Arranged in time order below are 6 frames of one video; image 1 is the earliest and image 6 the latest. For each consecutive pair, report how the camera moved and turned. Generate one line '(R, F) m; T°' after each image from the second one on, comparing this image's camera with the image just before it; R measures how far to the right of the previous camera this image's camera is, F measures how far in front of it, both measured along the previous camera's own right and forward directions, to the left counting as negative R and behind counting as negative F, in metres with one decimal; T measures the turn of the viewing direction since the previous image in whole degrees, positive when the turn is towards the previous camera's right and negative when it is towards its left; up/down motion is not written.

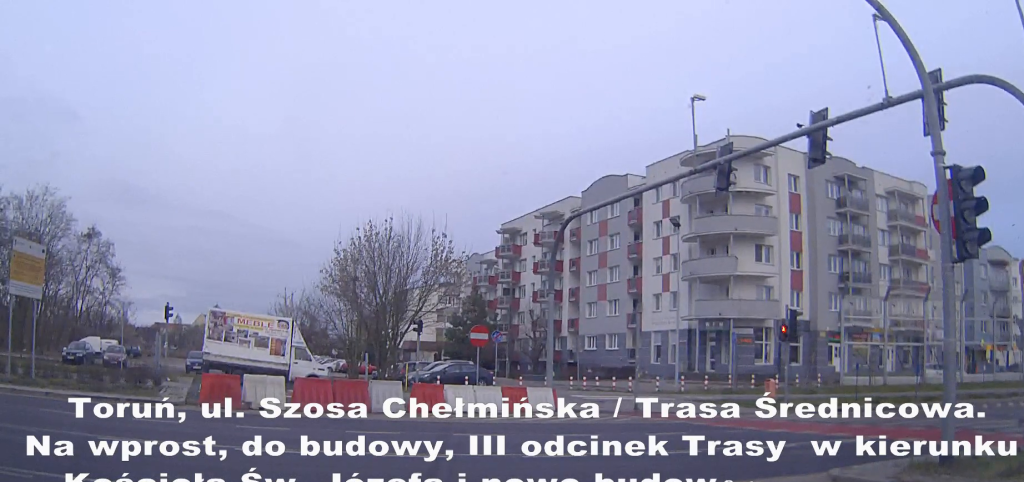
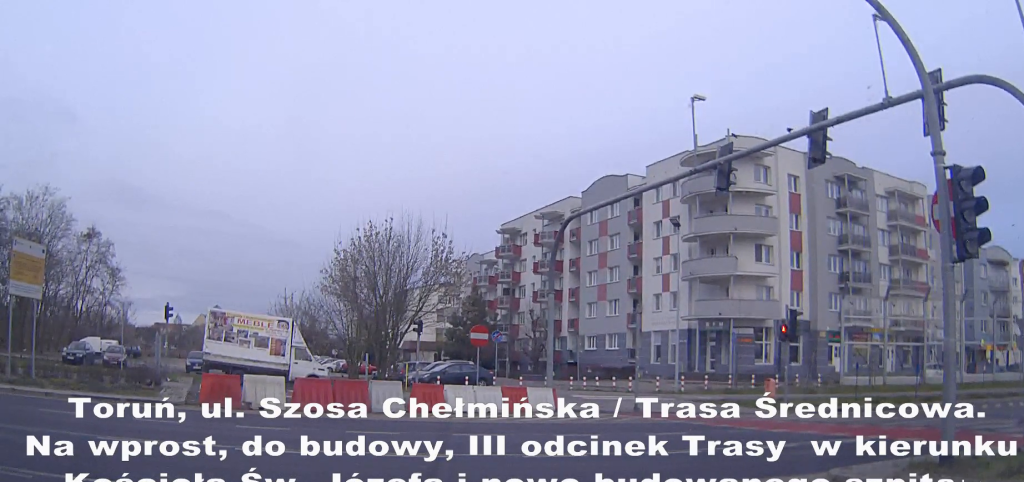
(0.0, 0.0) m; 0°
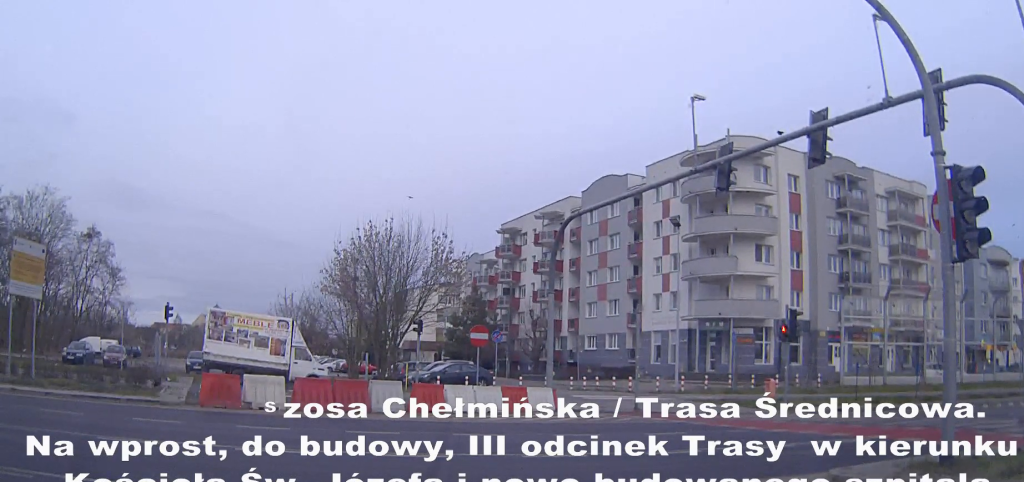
(0.0, 0.0) m; 0°
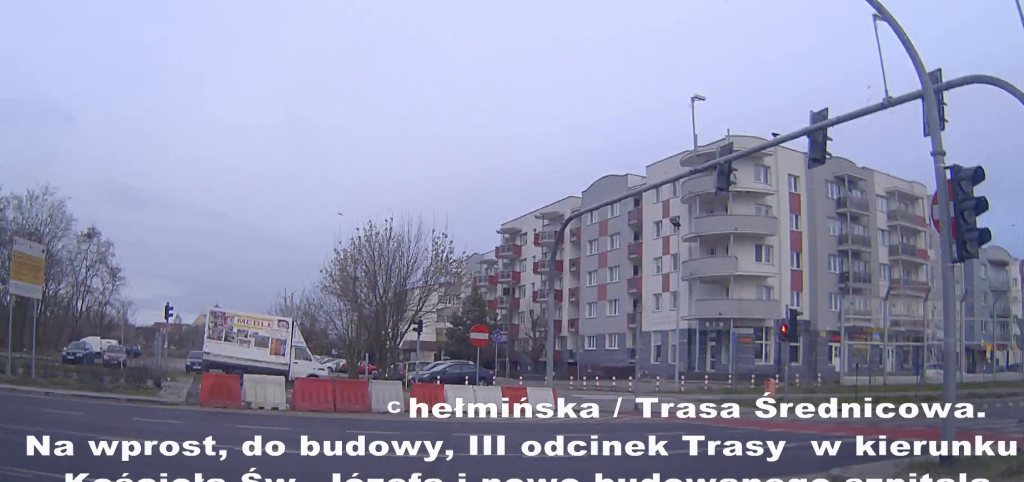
(0.0, 0.0) m; 0°
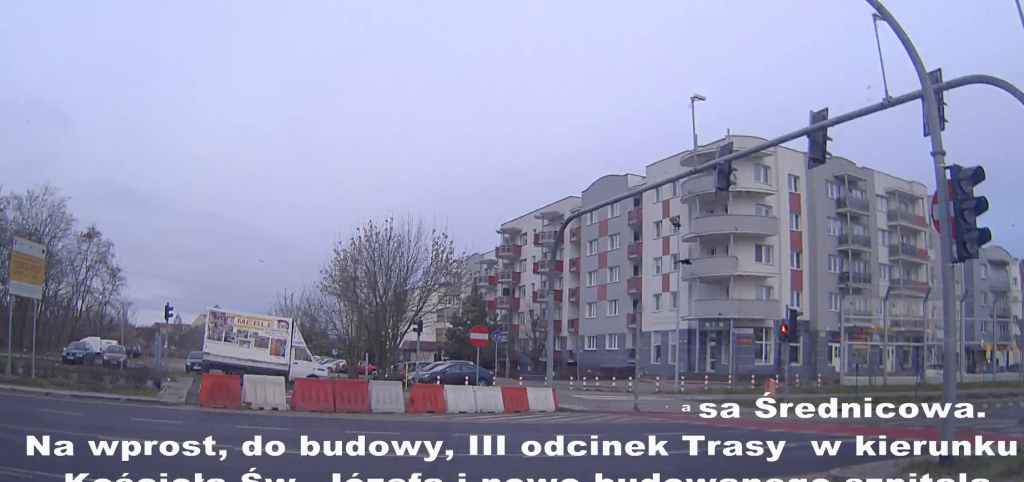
(0.0, 0.0) m; 0°
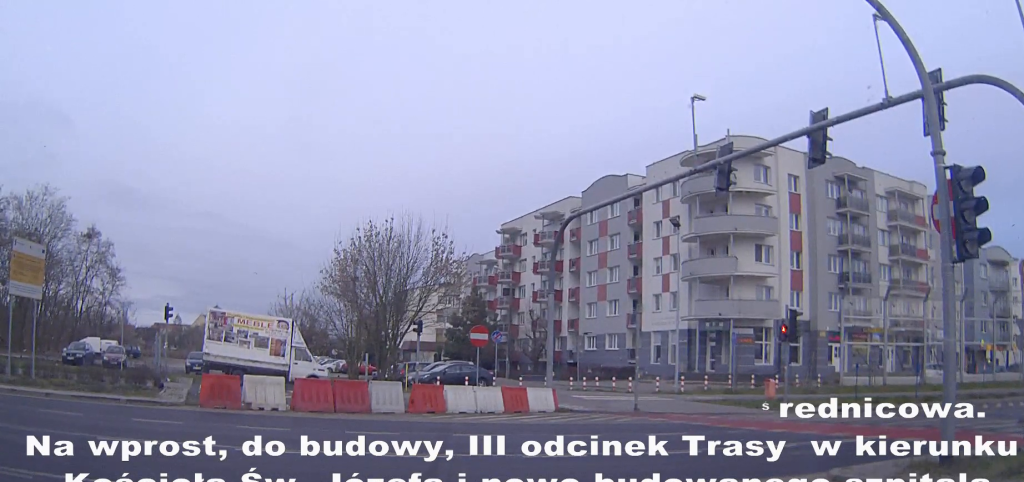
(0.0, 0.0) m; 0°
